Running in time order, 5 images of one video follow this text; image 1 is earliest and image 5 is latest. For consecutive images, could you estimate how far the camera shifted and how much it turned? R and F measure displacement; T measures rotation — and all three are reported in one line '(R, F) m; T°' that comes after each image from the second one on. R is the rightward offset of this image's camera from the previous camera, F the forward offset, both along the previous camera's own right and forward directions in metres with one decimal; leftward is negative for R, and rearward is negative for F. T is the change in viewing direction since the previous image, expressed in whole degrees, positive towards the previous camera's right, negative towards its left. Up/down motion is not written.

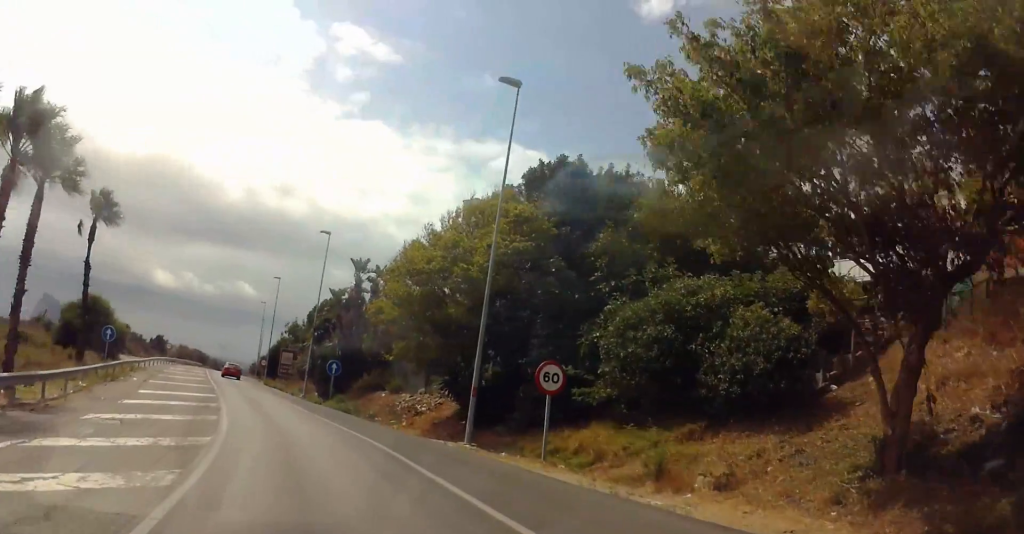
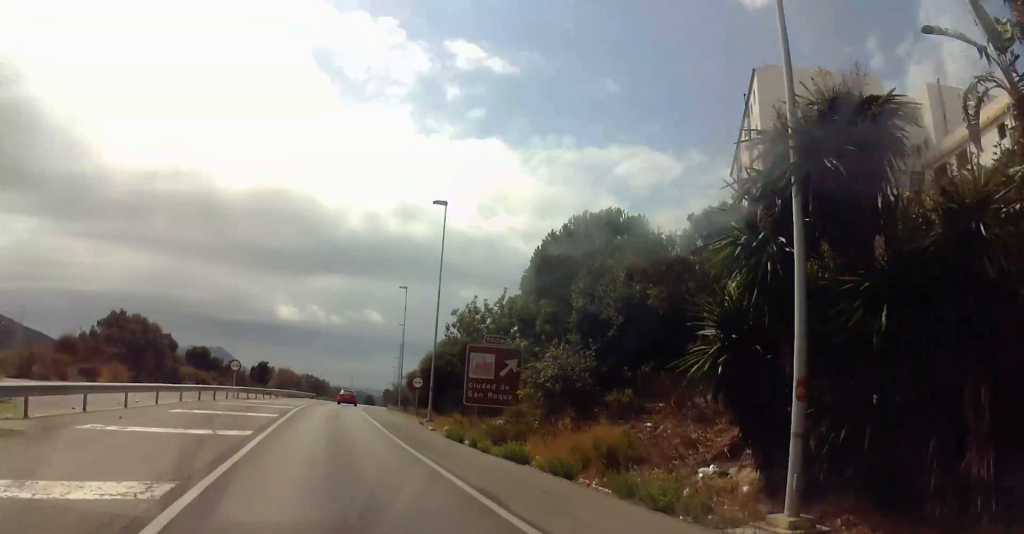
(-1.1, +42.6) m; -4°
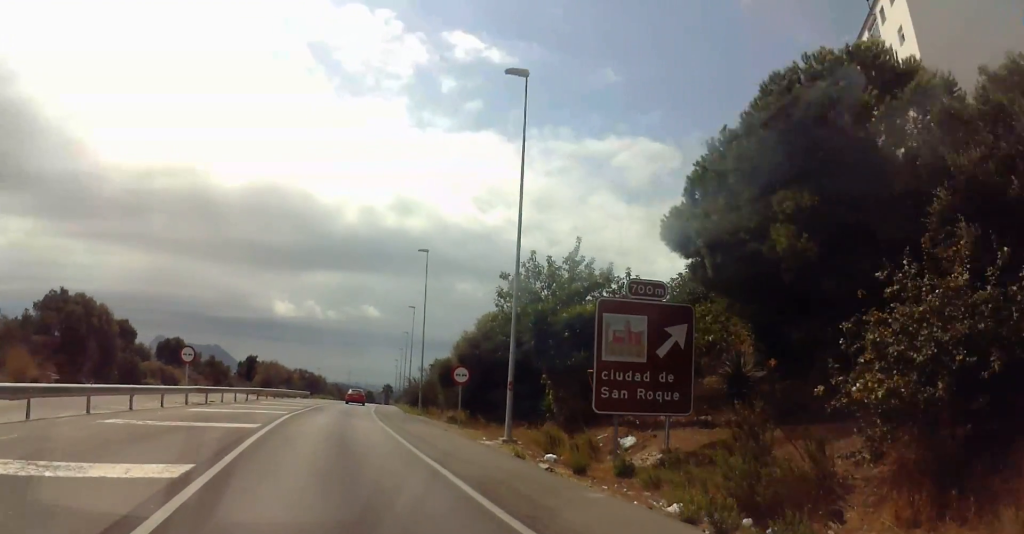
(-0.2, +16.4) m; 0°
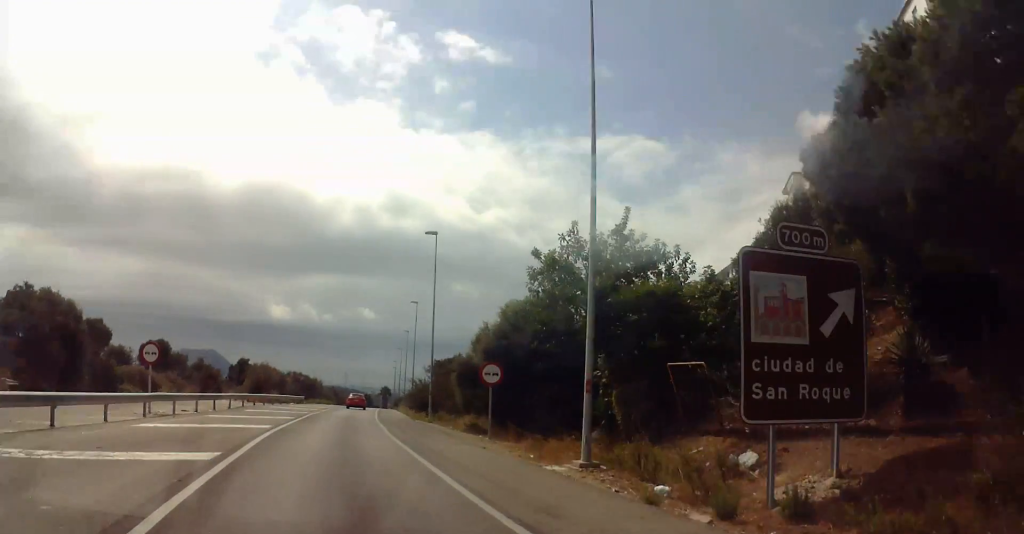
(0.0, +6.6) m; 0°
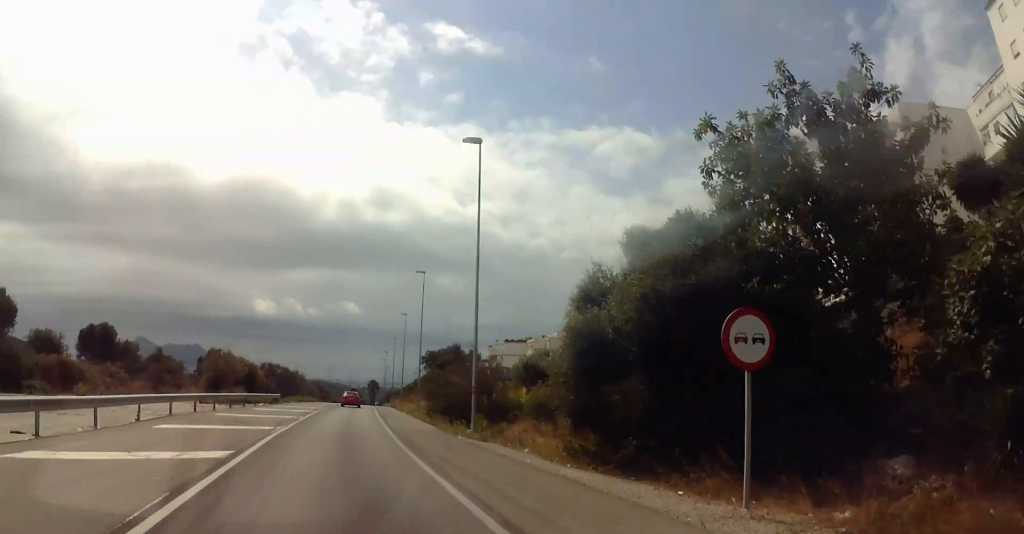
(0.0, +17.4) m; 0°
